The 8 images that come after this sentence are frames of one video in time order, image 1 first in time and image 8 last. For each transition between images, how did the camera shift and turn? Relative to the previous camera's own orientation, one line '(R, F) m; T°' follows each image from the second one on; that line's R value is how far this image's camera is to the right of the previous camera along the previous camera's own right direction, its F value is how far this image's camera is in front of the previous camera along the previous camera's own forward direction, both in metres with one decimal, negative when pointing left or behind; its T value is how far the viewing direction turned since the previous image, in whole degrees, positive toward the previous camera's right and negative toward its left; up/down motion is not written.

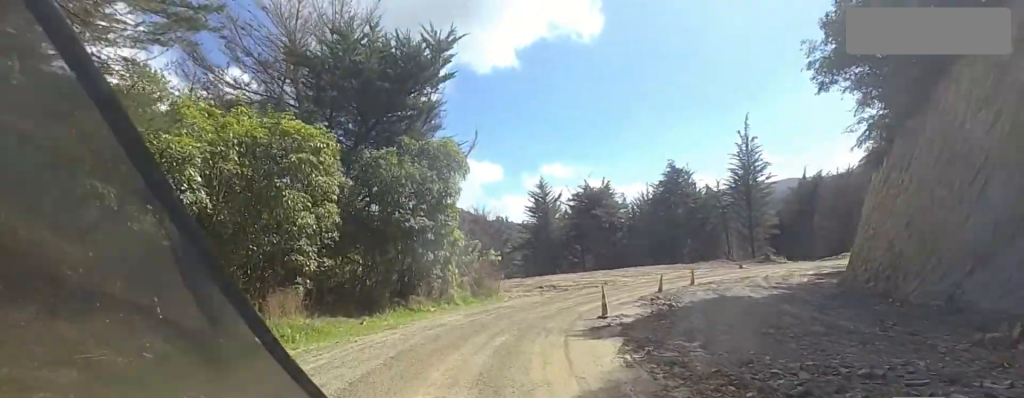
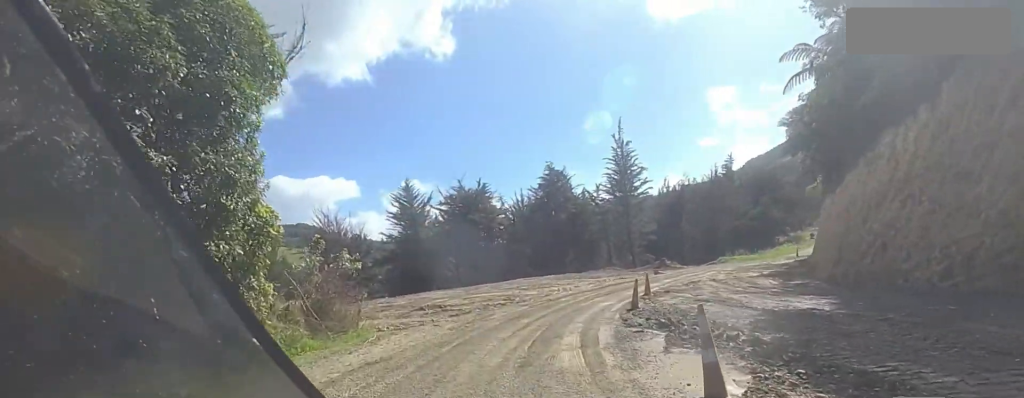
(+2.7, +8.9) m; +22°
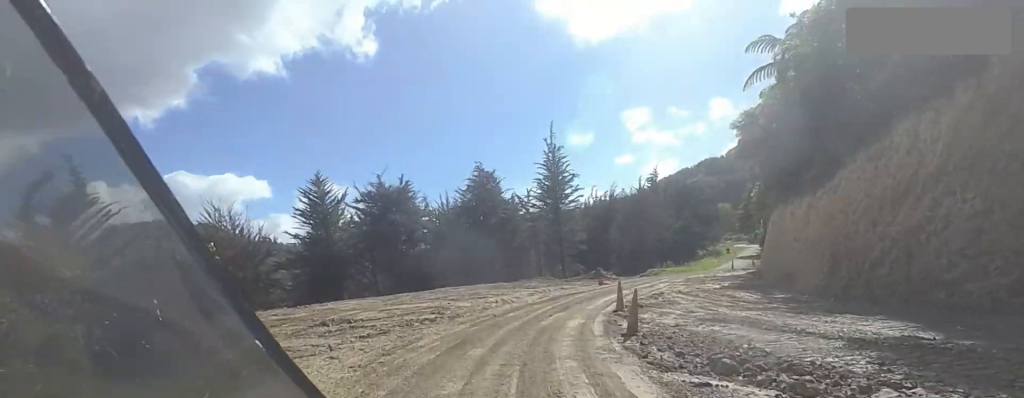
(+0.1, +4.1) m; +7°
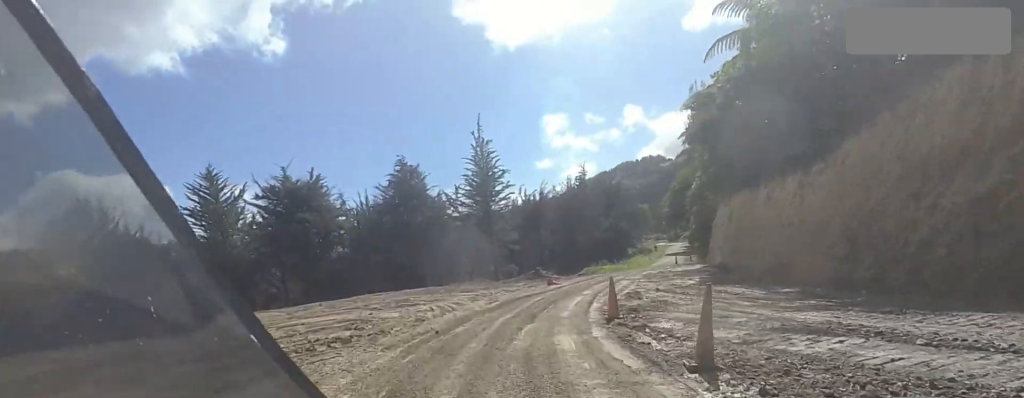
(+0.4, +3.9) m; +8°
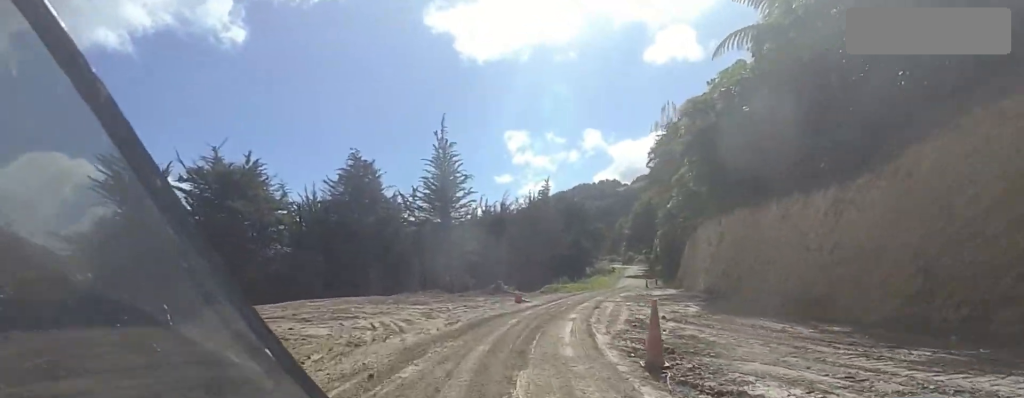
(+0.1, +3.6) m; +2°
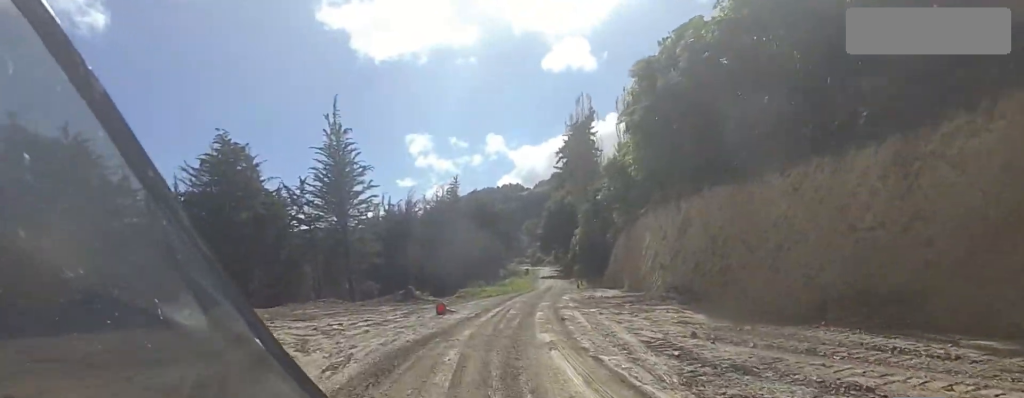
(+0.1, +5.9) m; +13°
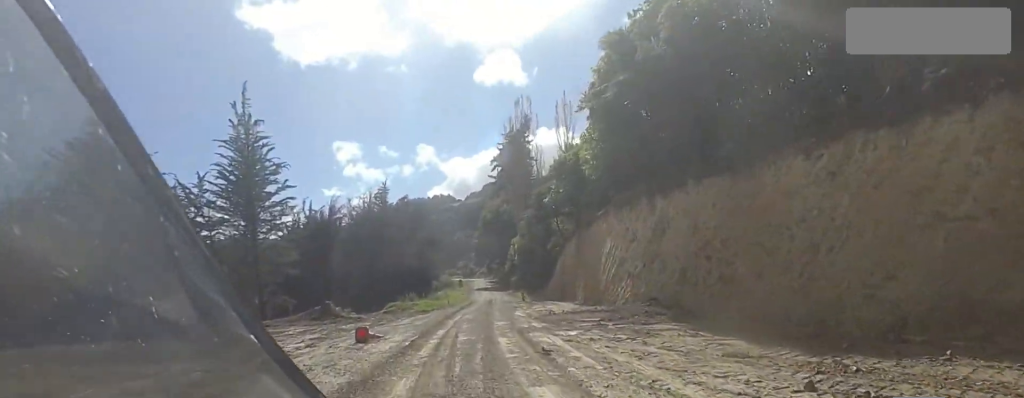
(+0.9, +4.2) m; +9°
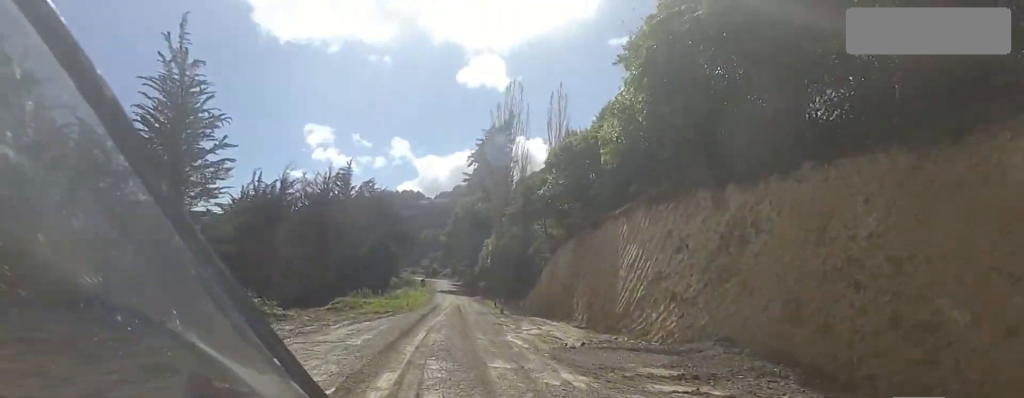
(+0.1, +6.7) m; 0°
